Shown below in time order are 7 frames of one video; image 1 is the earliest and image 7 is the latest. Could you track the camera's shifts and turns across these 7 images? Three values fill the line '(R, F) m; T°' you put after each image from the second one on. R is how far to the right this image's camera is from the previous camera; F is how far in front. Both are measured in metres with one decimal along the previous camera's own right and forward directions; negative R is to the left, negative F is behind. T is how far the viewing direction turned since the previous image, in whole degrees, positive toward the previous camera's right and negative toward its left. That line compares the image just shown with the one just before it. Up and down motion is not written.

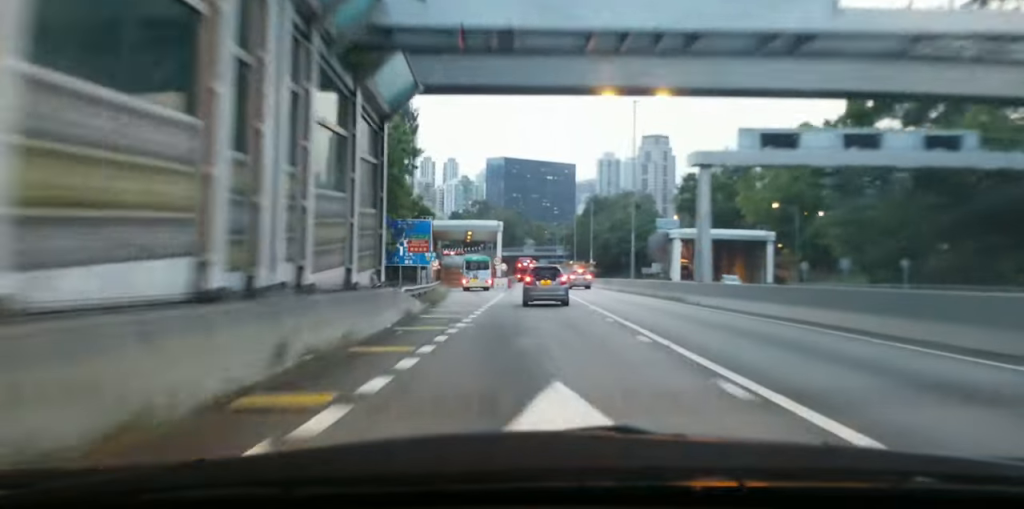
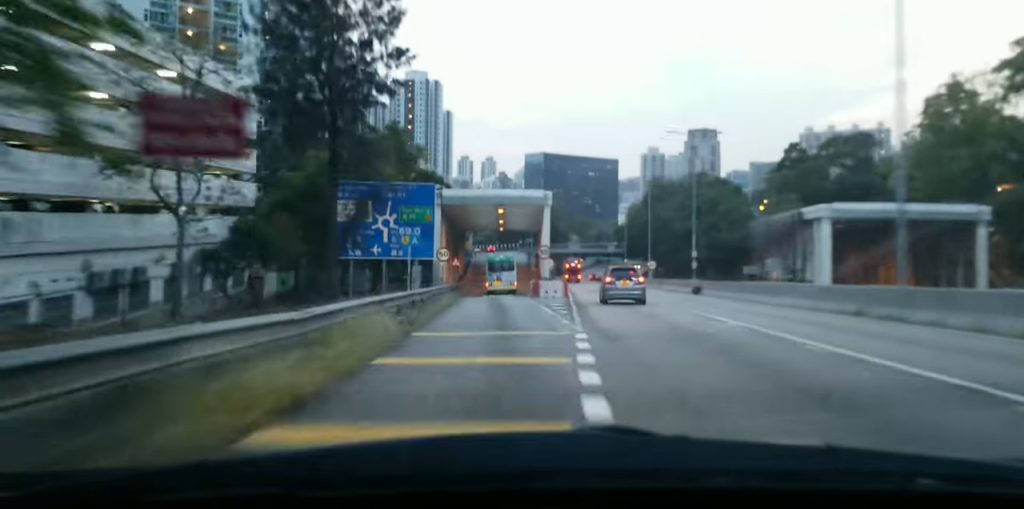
(+1.2, +31.8) m; +2°
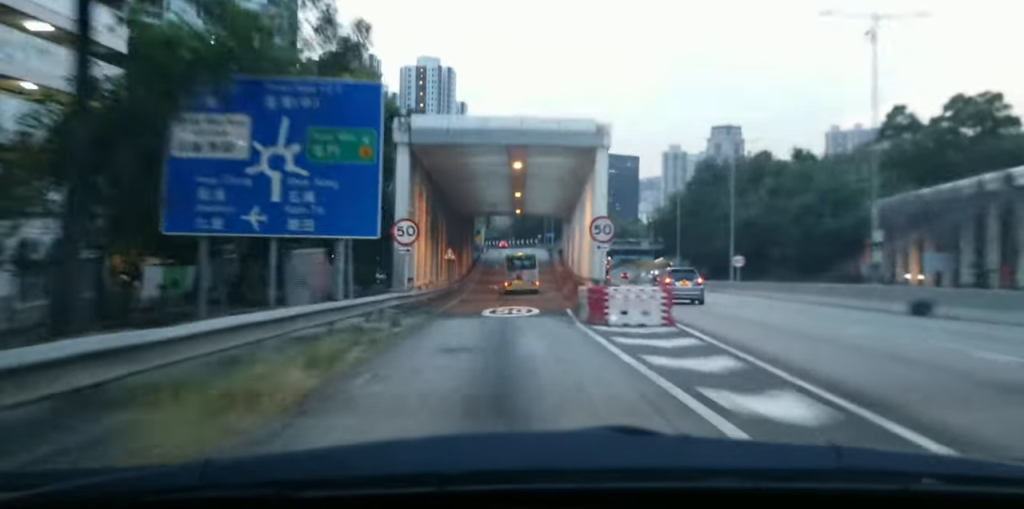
(-0.9, +22.1) m; -3°
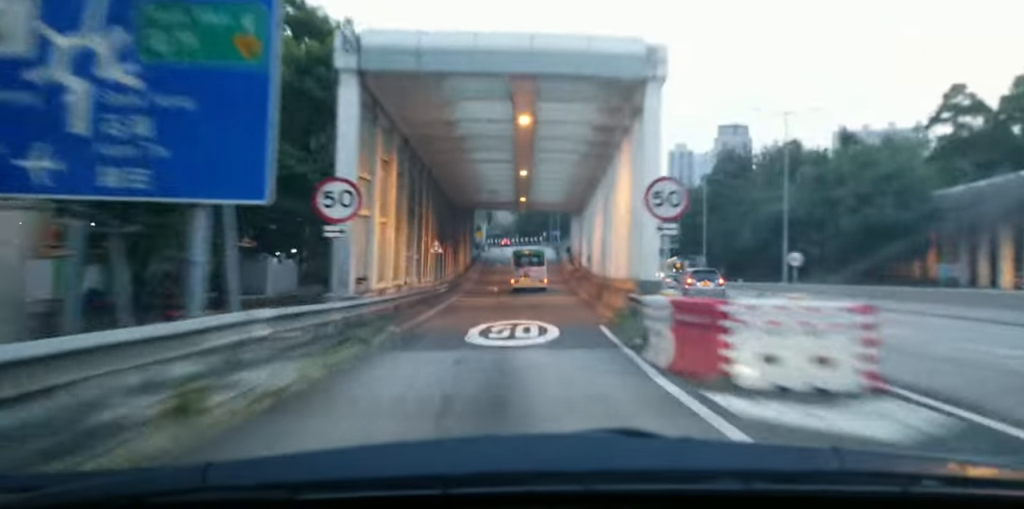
(0.0, +9.2) m; 0°
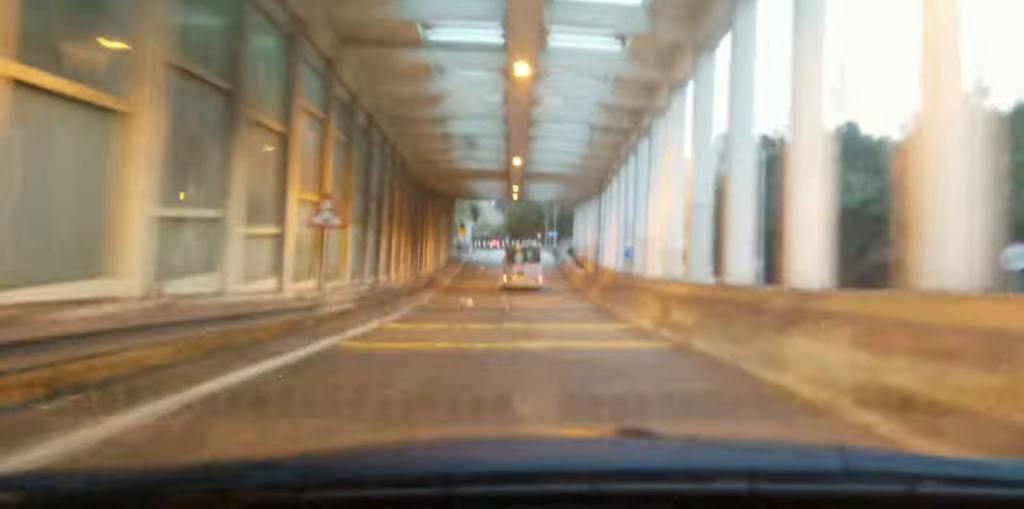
(0.0, +17.4) m; +1°
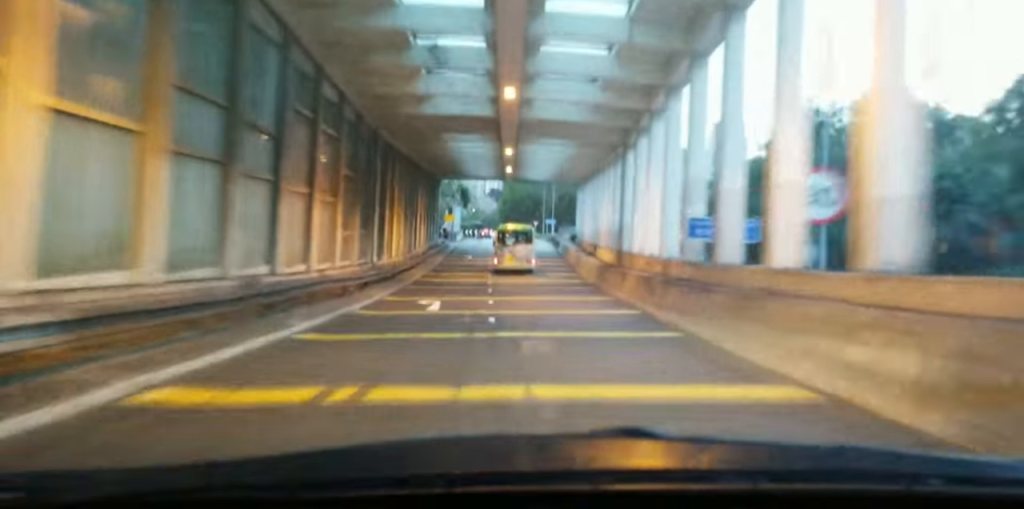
(+0.1, +10.6) m; +1°
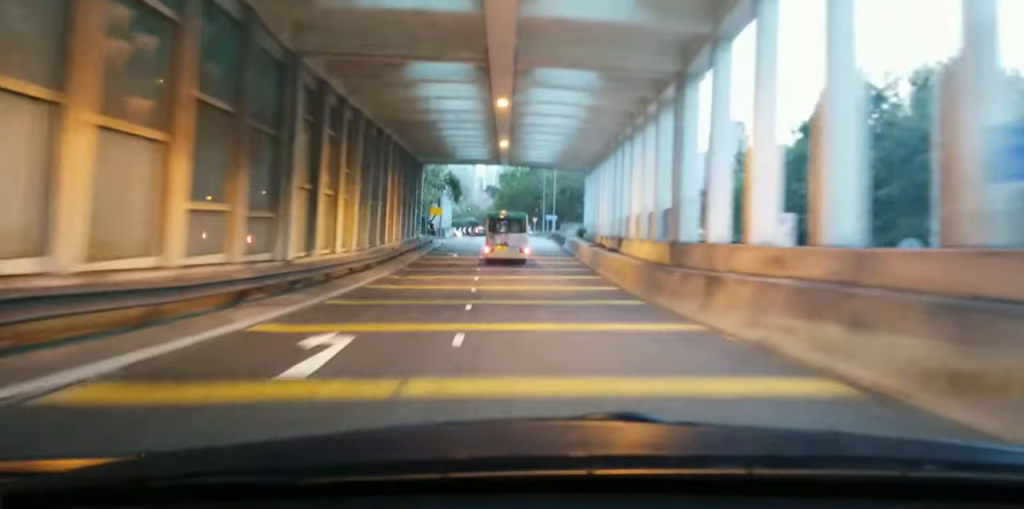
(0.0, +12.0) m; 0°
